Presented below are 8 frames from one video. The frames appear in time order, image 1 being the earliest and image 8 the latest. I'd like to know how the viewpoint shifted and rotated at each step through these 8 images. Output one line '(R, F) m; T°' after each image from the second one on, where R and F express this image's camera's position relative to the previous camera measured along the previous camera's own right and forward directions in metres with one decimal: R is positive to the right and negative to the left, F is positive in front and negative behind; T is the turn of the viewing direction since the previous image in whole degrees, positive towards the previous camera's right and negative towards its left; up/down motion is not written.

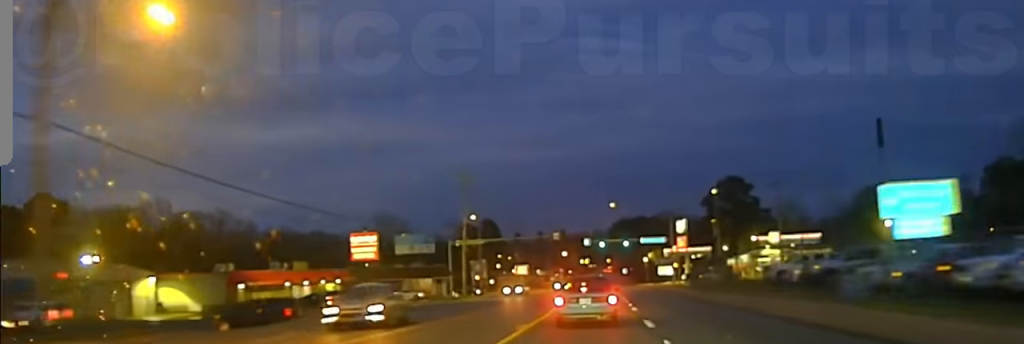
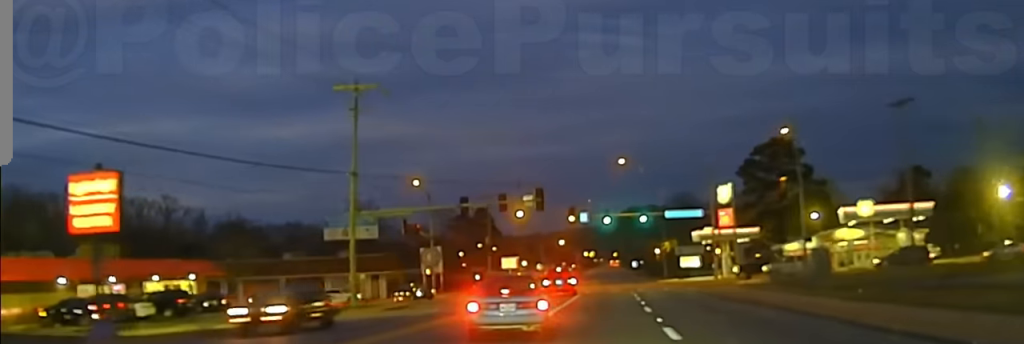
(-0.4, +41.4) m; -1°
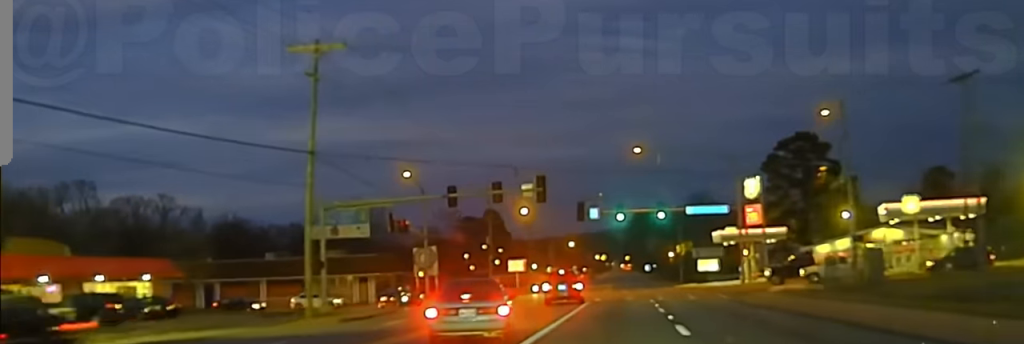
(0.0, +10.5) m; 0°
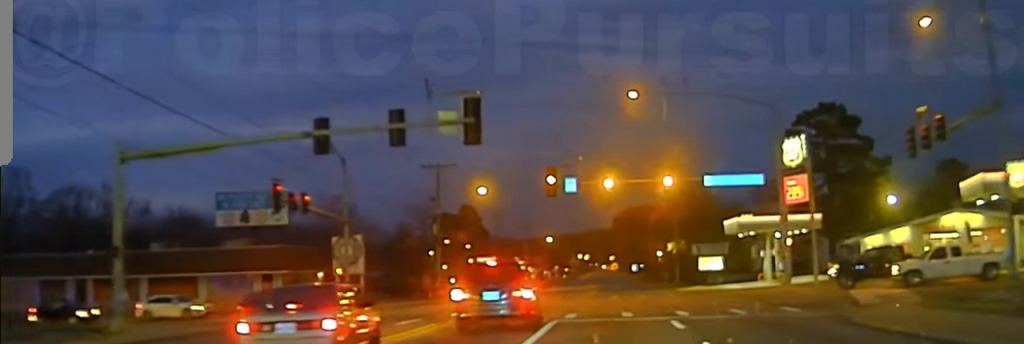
(+0.3, +23.3) m; +2°
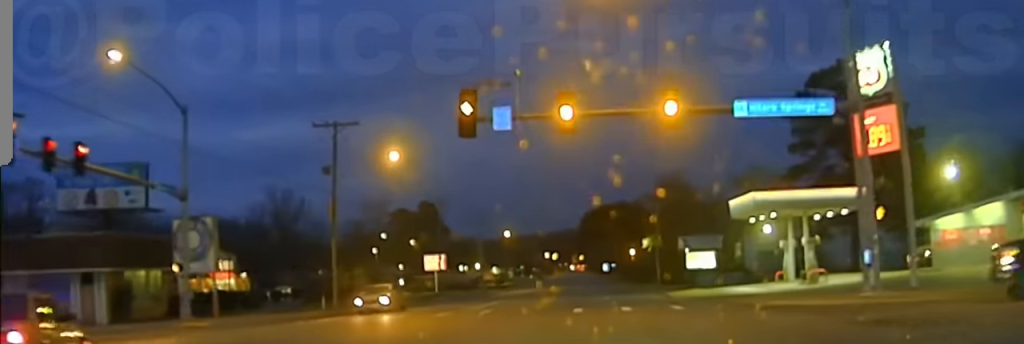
(+0.3, +25.8) m; -1°
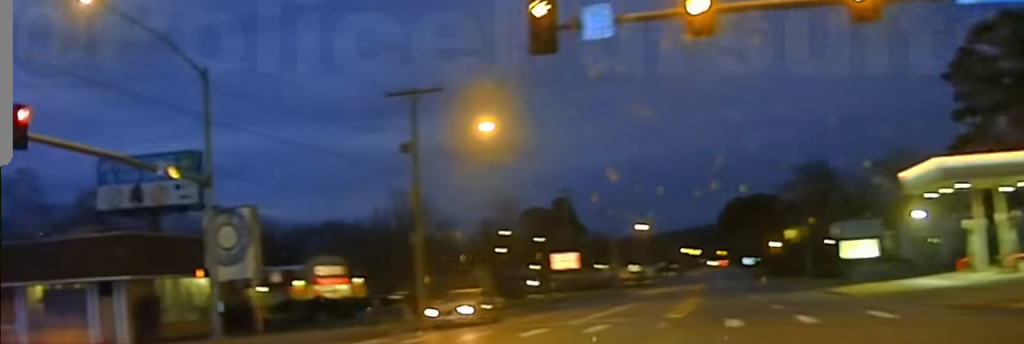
(-0.1, +14.2) m; -6°
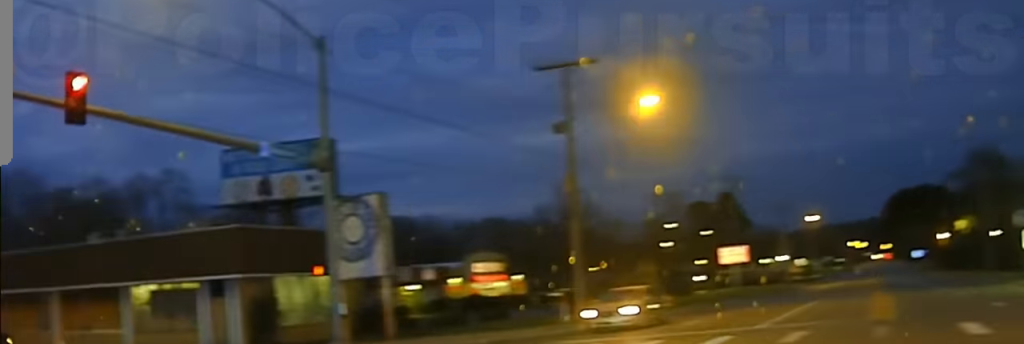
(-0.4, +5.6) m; -10°
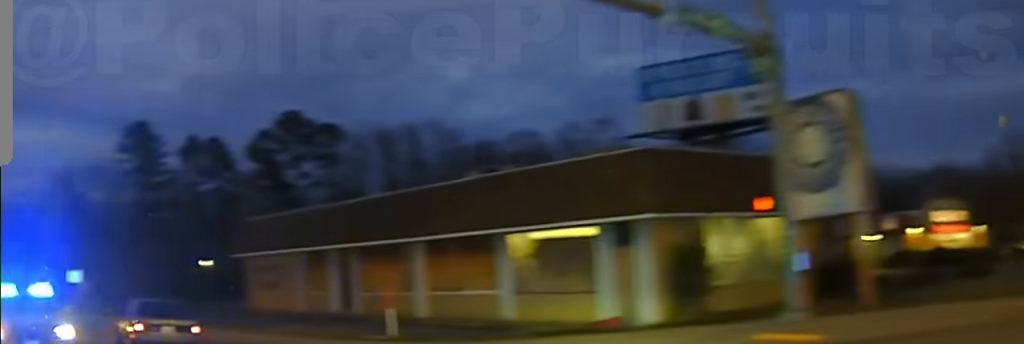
(-2.0, +8.7) m; -28°
